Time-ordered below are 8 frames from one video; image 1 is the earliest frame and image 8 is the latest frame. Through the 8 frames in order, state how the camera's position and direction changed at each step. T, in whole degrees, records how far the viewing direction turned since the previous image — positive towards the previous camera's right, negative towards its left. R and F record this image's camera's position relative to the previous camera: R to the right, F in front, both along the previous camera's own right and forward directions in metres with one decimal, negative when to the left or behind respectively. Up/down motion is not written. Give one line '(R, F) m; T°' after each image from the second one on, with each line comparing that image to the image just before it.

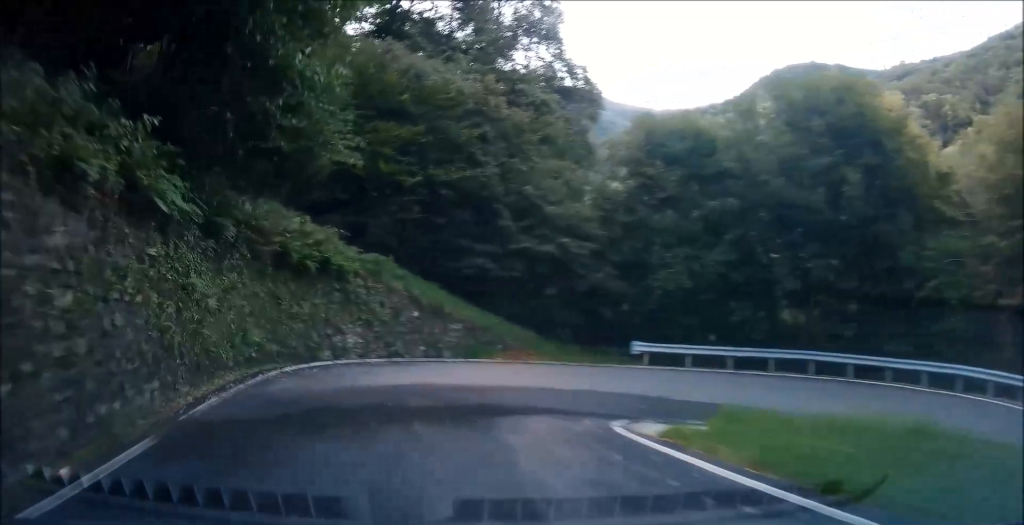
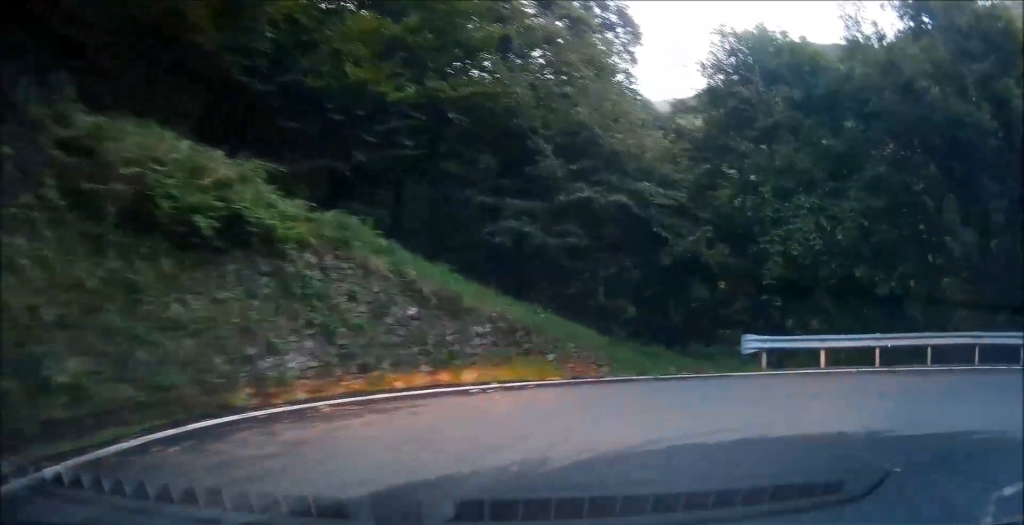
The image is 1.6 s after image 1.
(-0.3, +8.2) m; 0°
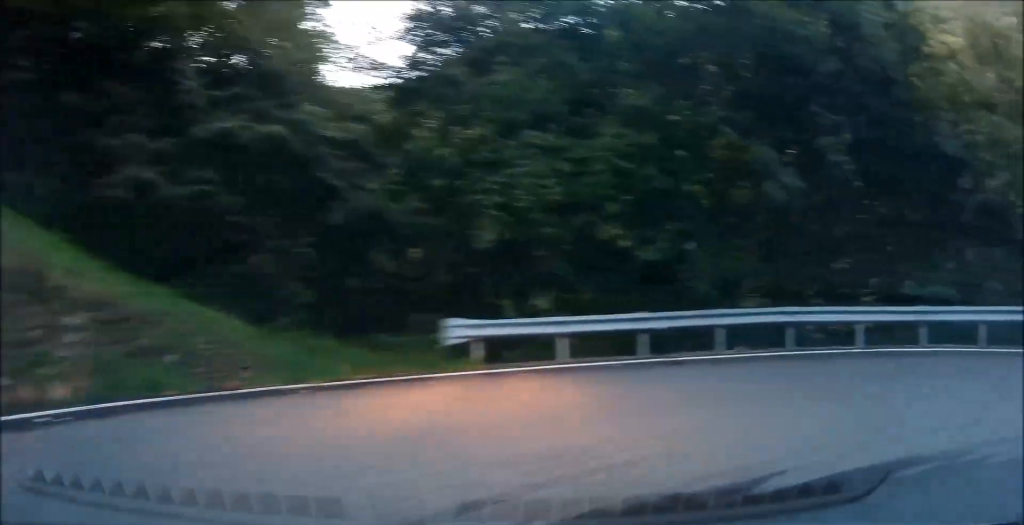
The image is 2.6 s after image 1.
(+0.2, +4.6) m; +20°
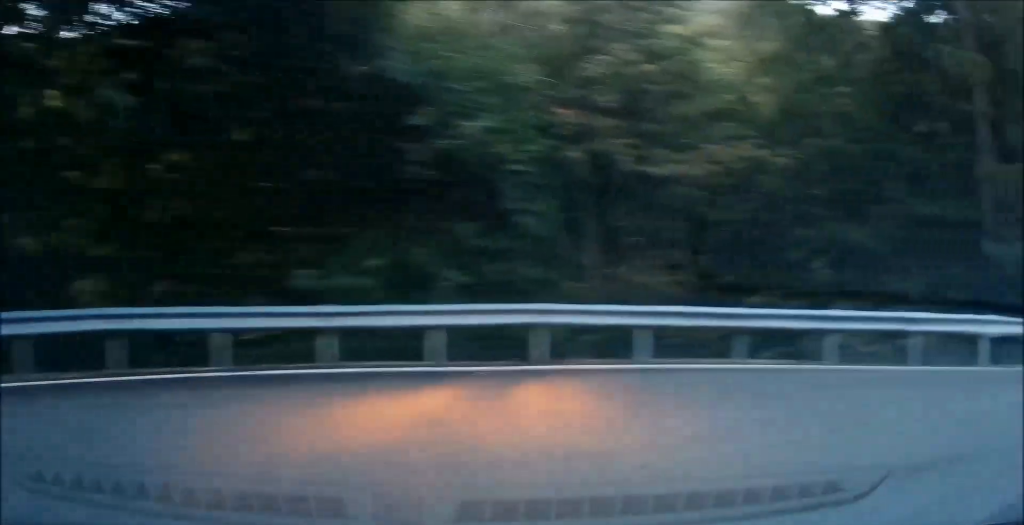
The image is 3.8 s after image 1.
(+1.3, +3.0) m; +48°
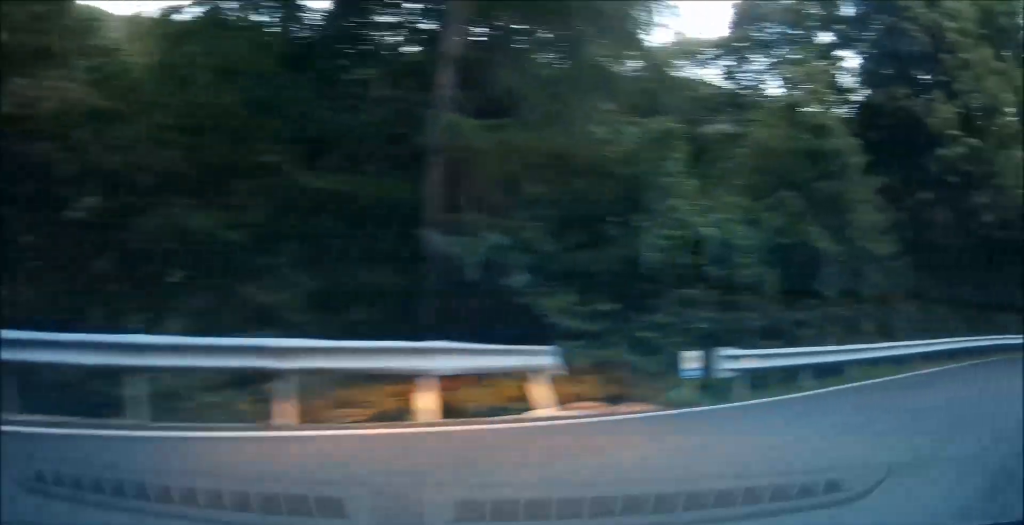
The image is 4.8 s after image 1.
(+0.5, +2.5) m; +26°
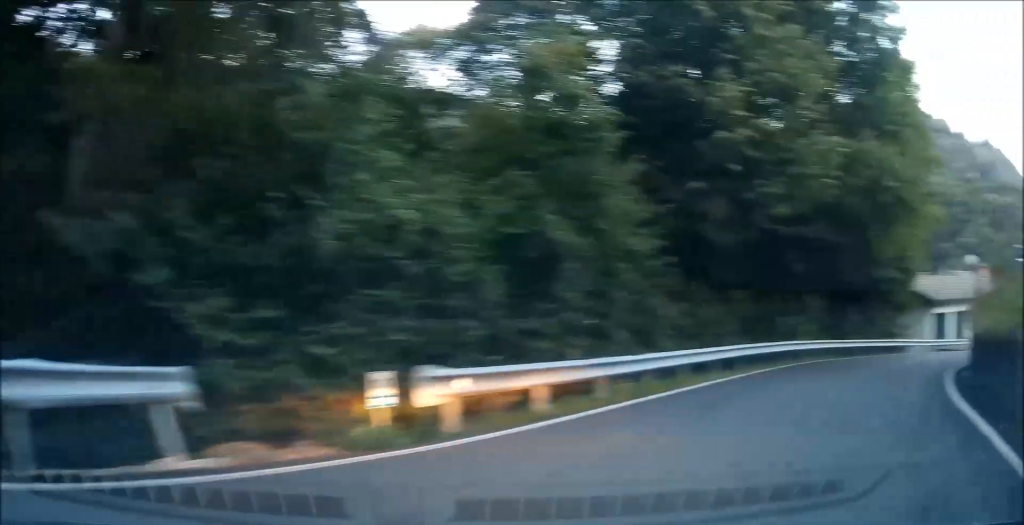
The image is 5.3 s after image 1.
(+0.1, +1.1) m; +20°
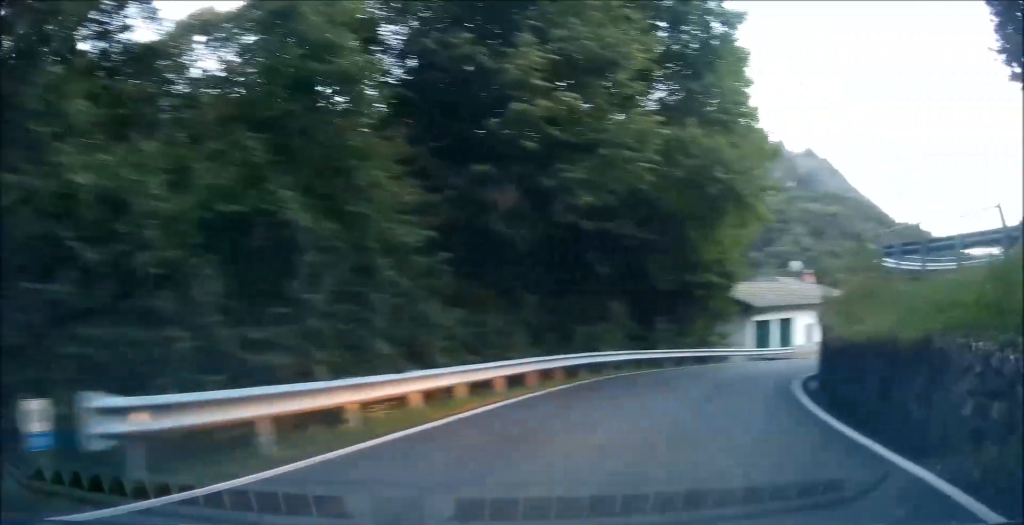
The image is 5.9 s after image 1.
(+0.2, +1.1) m; +28°
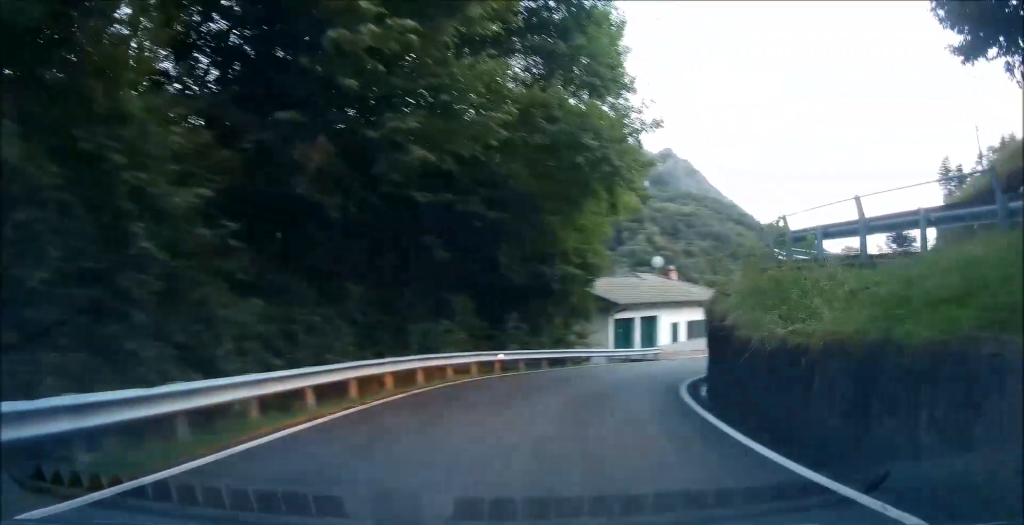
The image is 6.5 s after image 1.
(+0.5, +1.4) m; +22°
